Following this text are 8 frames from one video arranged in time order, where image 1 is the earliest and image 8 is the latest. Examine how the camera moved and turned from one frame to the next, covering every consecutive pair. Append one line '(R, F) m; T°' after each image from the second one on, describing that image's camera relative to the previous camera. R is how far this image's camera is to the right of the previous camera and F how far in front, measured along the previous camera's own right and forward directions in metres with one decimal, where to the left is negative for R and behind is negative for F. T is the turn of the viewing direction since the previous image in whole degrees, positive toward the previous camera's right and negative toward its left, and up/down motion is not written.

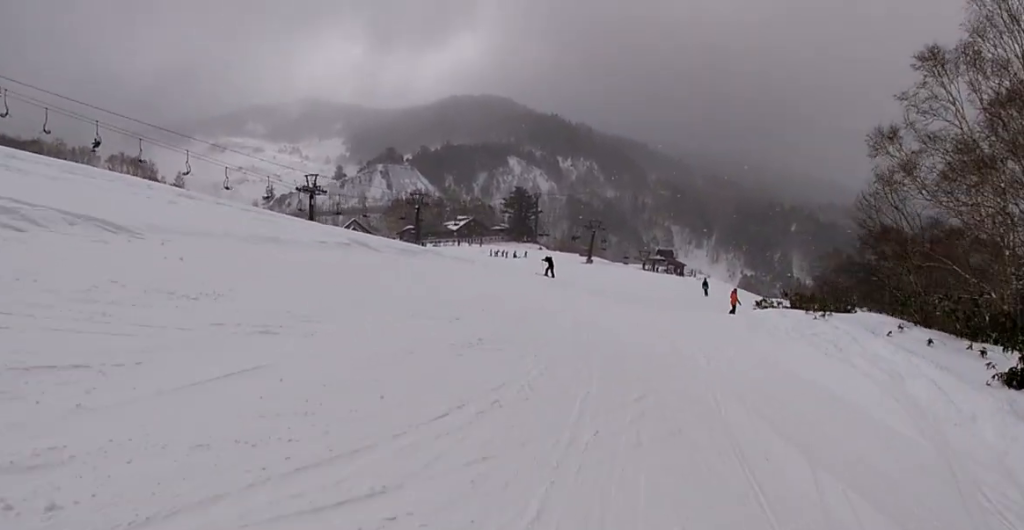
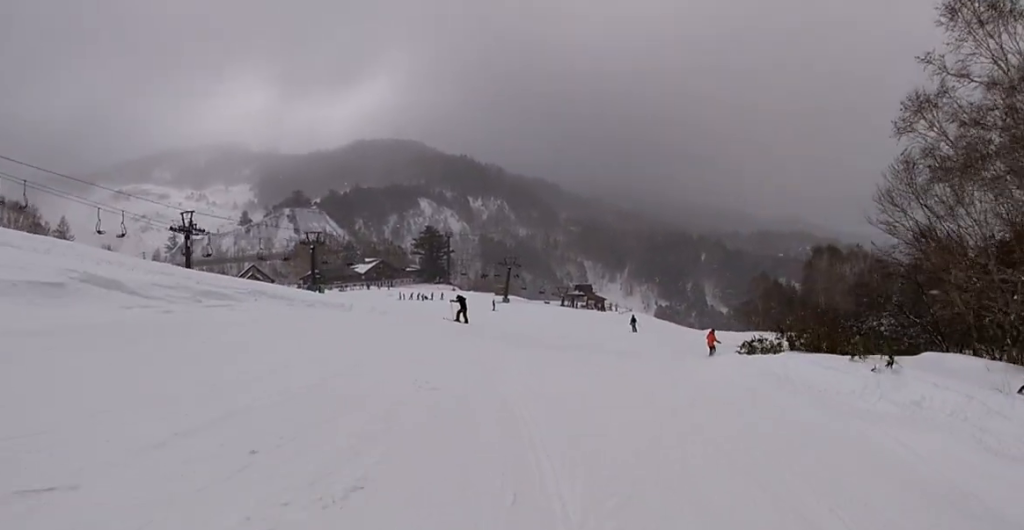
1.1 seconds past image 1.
(+0.1, +10.0) m; +1°
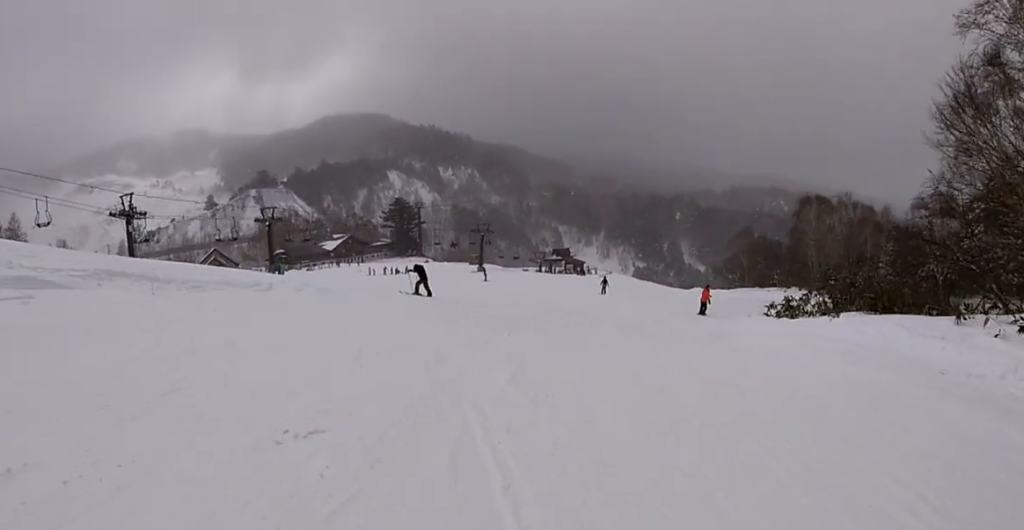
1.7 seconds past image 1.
(0.0, +5.4) m; +3°
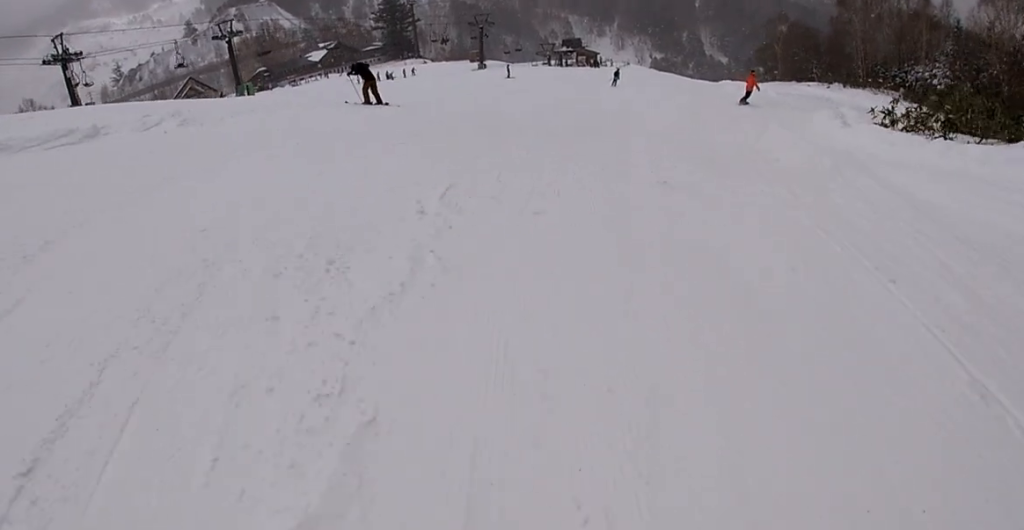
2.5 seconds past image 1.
(+0.3, +6.5) m; +2°
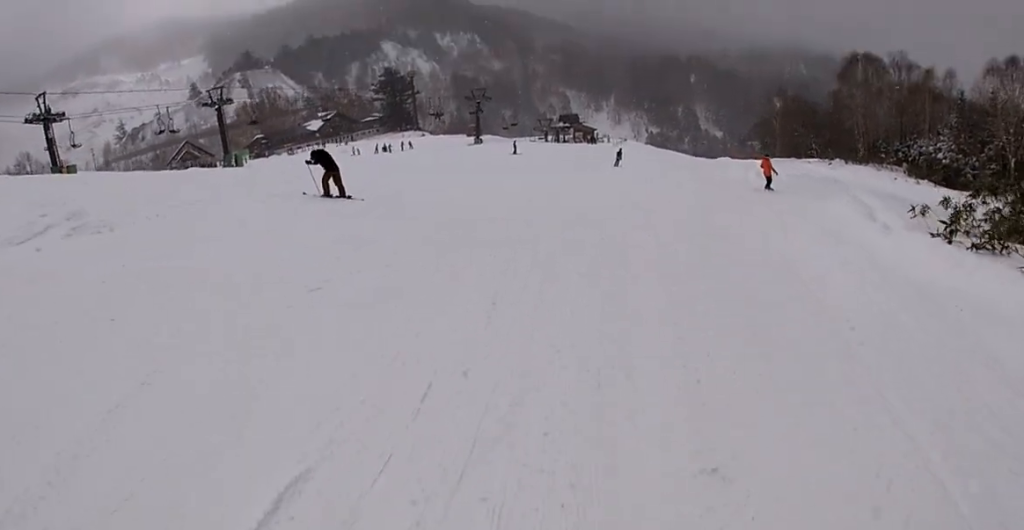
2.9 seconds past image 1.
(+0.3, +3.4) m; 0°
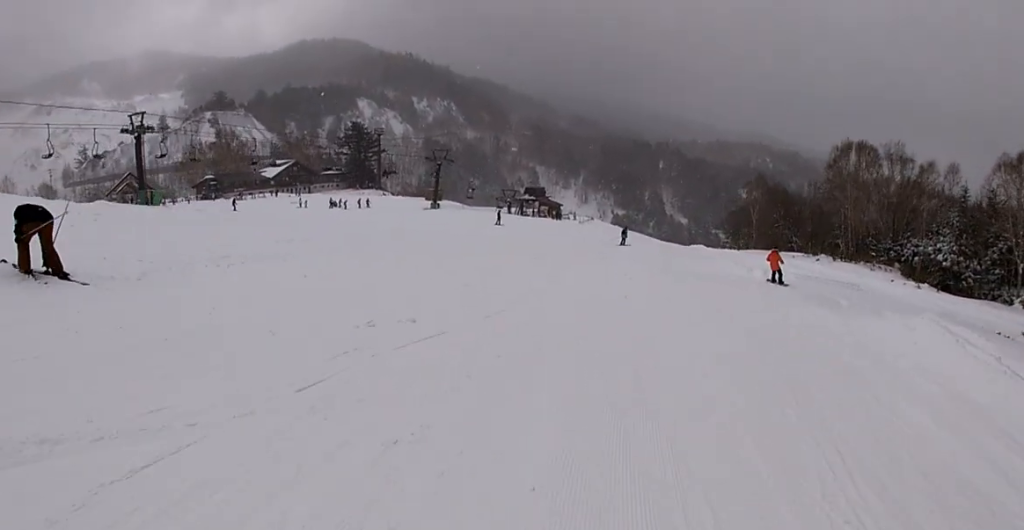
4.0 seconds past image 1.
(-0.7, +8.9) m; -8°
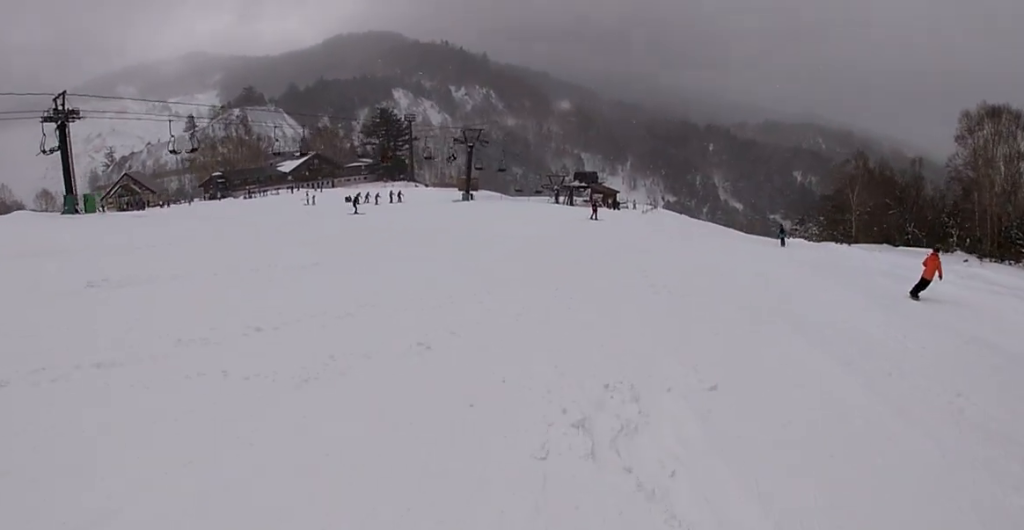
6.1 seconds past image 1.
(-0.6, +15.3) m; +8°
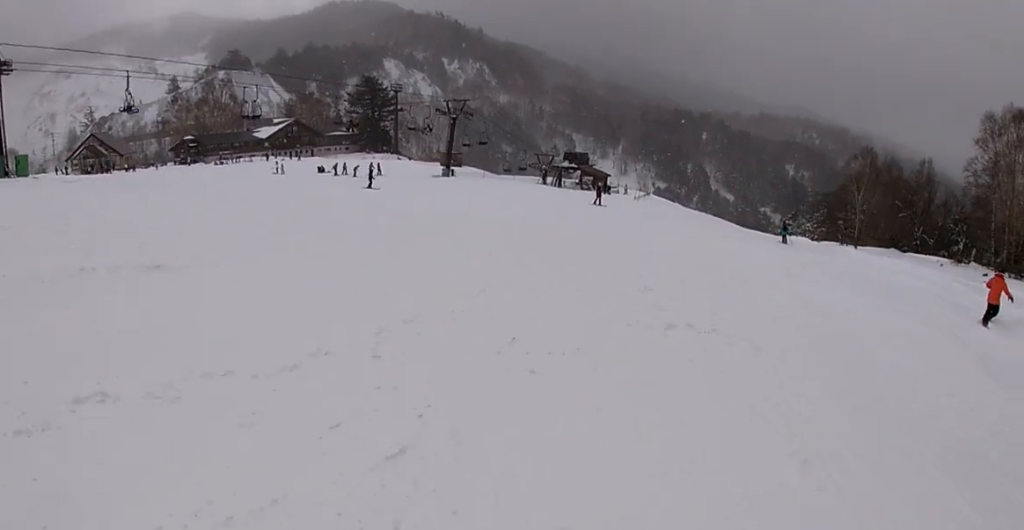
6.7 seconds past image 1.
(+0.8, +5.0) m; 0°
